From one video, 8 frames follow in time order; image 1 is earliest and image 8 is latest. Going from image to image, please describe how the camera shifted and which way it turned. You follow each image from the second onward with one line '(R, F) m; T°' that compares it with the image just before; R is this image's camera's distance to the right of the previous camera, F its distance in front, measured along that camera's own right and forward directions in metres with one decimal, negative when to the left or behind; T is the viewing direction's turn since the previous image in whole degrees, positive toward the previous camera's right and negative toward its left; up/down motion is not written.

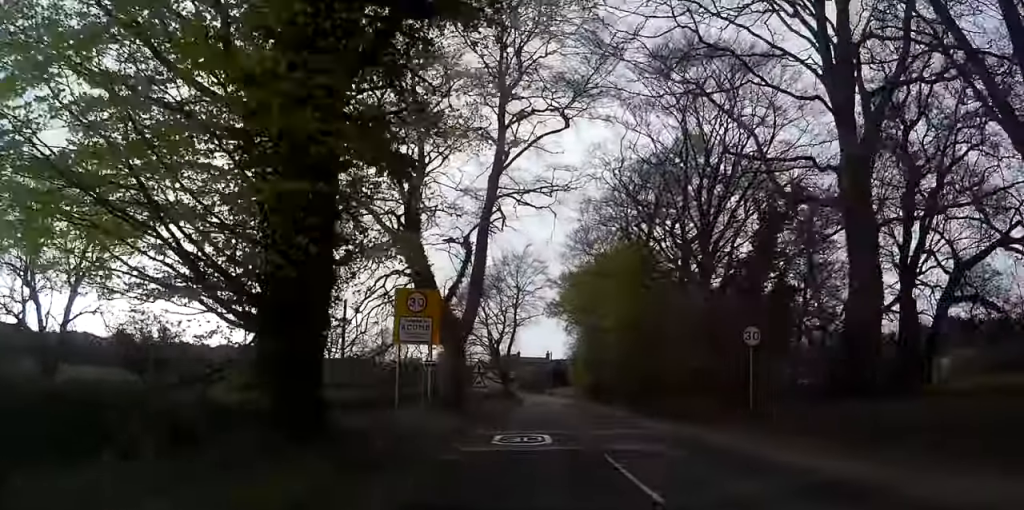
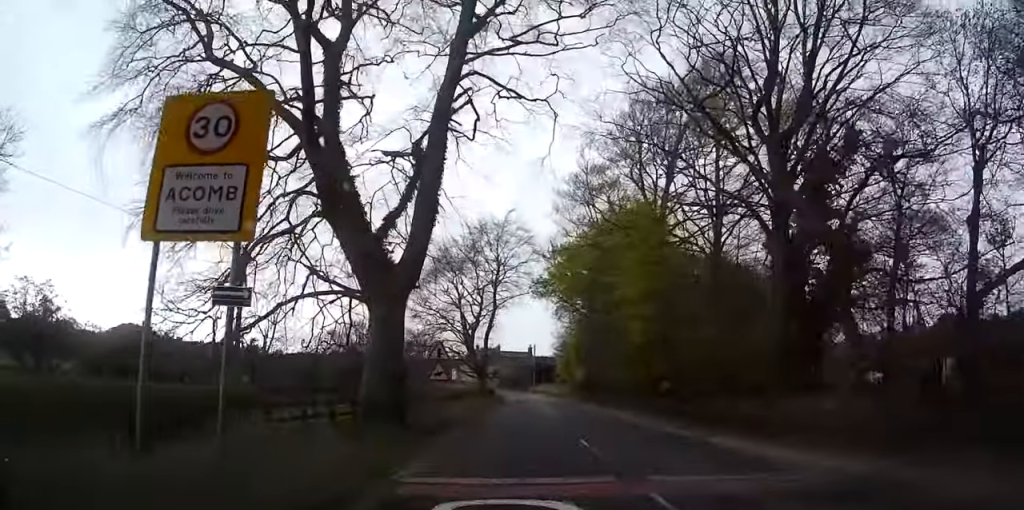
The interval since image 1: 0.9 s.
(+0.1, +13.7) m; +1°
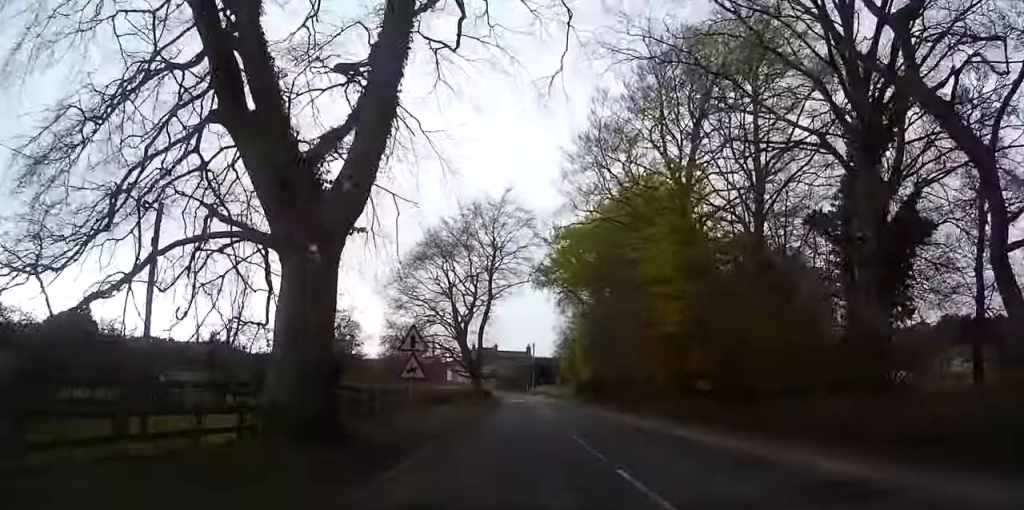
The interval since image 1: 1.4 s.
(0.0, +7.4) m; 0°
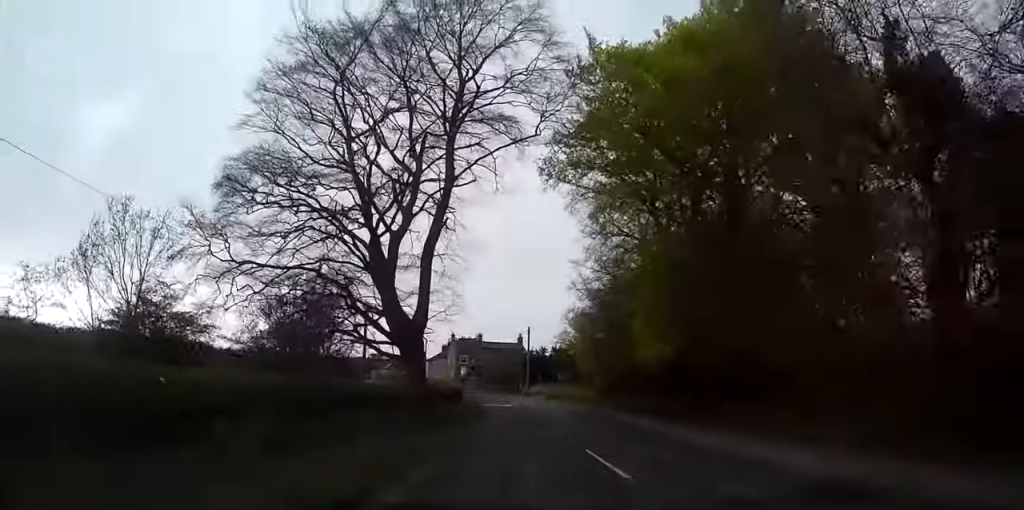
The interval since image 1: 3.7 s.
(+0.8, +31.2) m; +3°
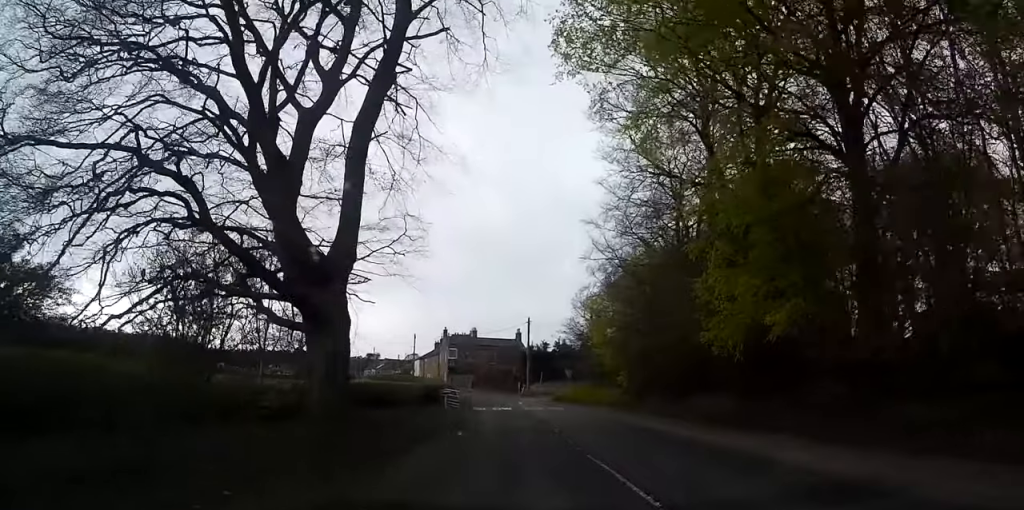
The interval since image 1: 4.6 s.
(+0.1, +11.0) m; 0°
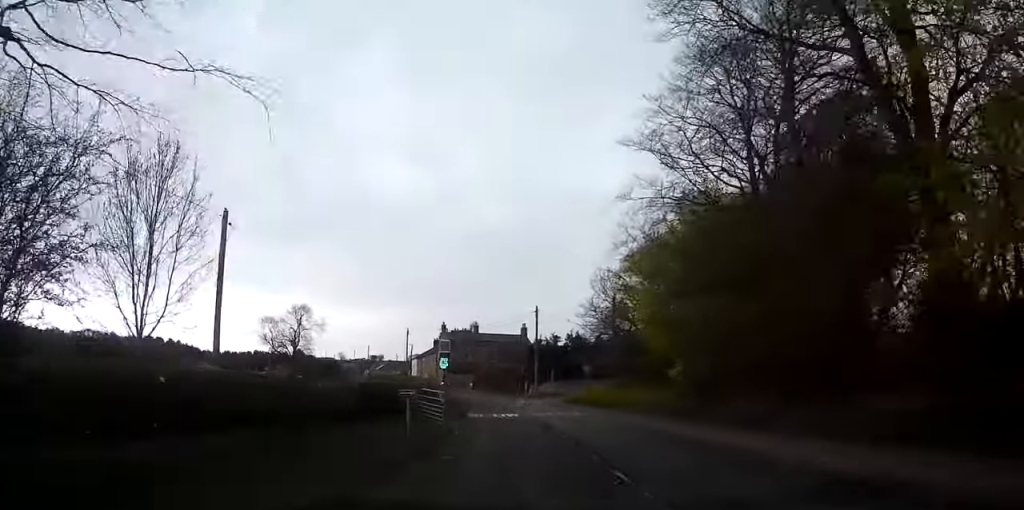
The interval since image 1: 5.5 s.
(+0.1, +11.5) m; -1°
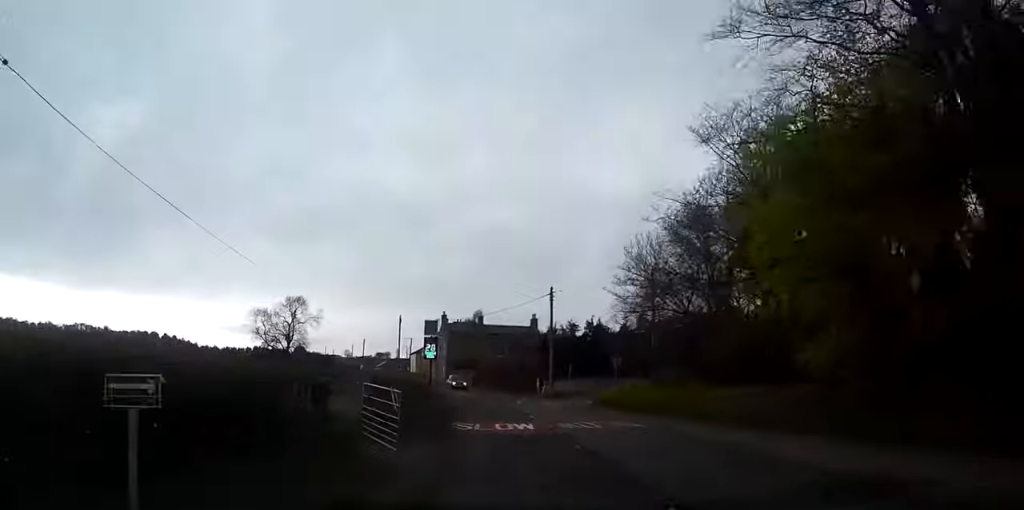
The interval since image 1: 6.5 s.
(-0.2, +12.3) m; -1°
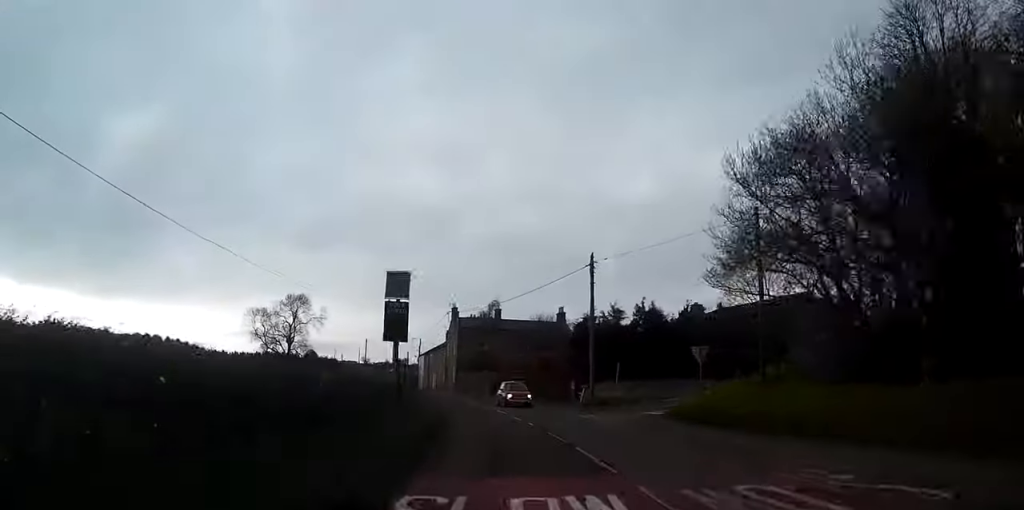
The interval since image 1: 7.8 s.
(0.0, +16.1) m; -1°
